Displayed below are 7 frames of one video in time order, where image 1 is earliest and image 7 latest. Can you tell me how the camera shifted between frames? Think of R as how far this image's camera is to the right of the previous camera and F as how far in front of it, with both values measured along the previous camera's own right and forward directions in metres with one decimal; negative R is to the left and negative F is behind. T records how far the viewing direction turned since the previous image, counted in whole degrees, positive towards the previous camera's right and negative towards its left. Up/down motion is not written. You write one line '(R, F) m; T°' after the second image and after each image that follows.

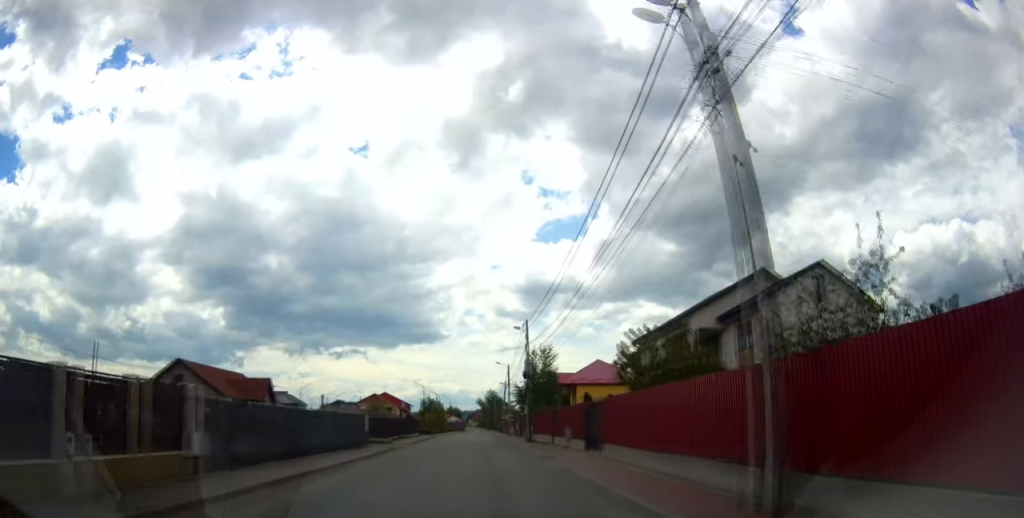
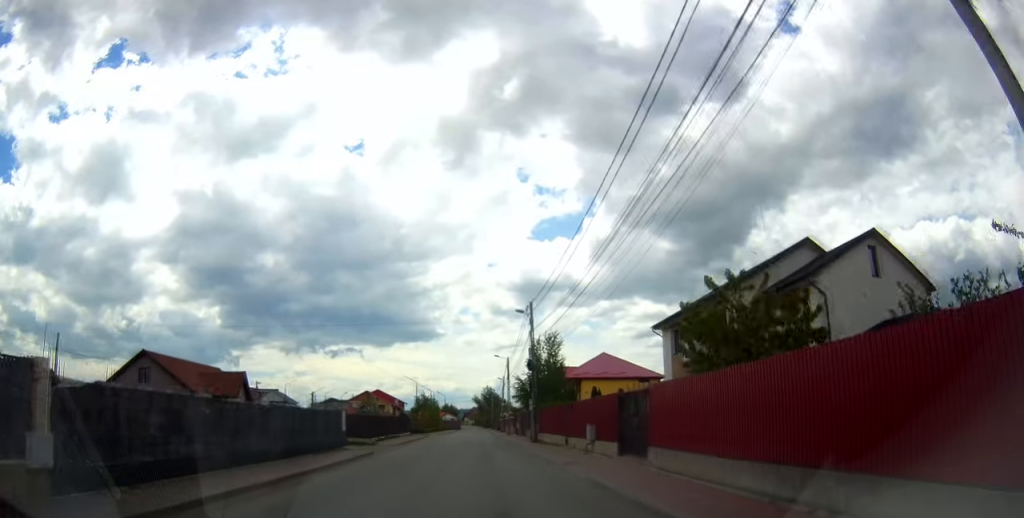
(-0.1, +5.5) m; -1°
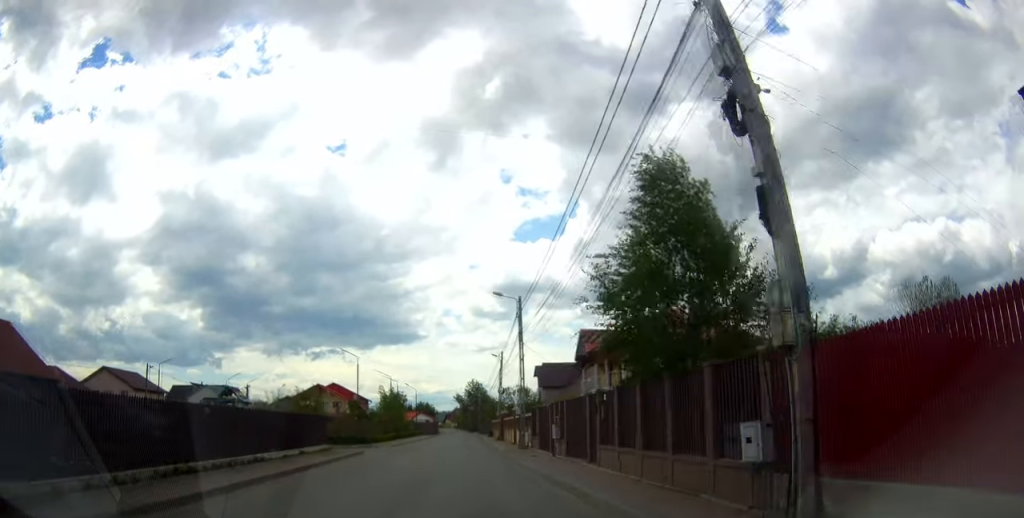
(-0.9, +29.9) m; -1°
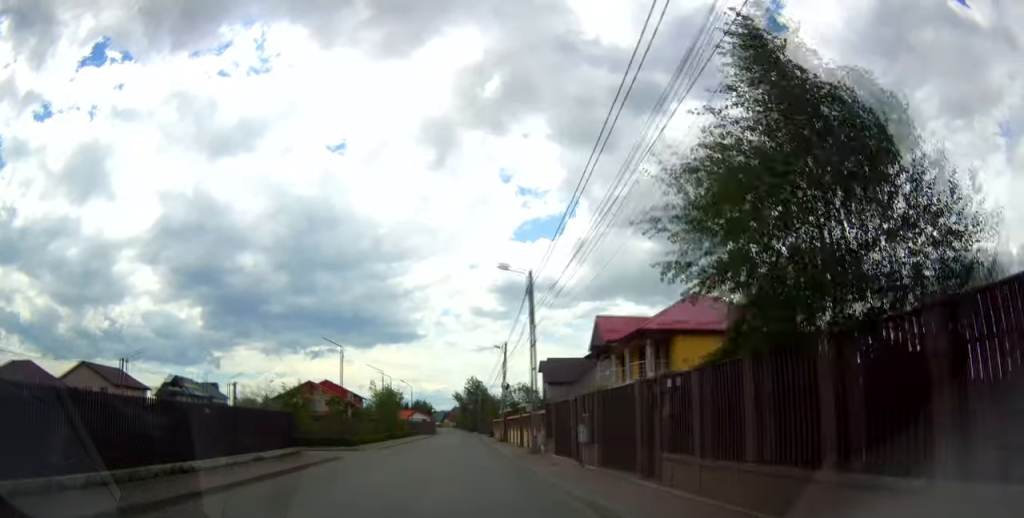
(0.0, +5.8) m; +1°
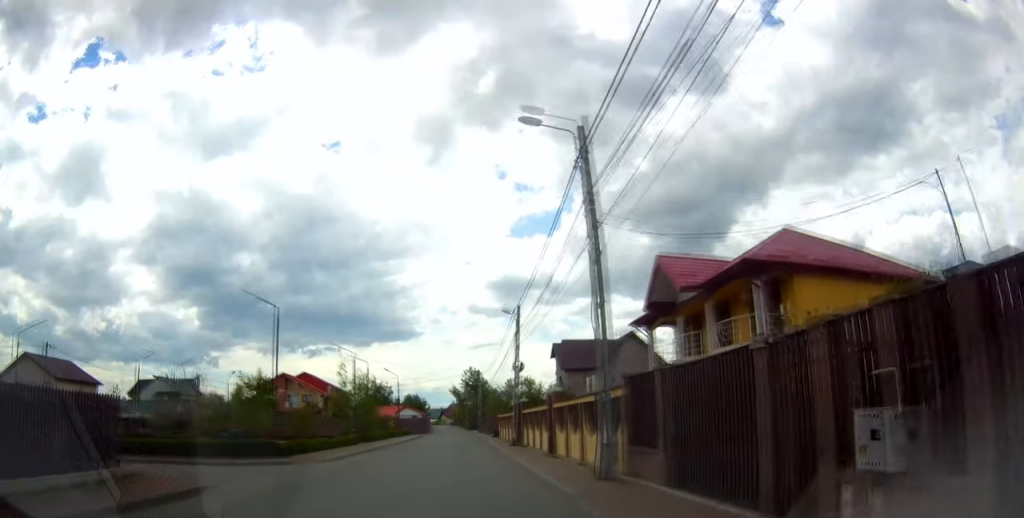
(+0.2, +13.4) m; +1°
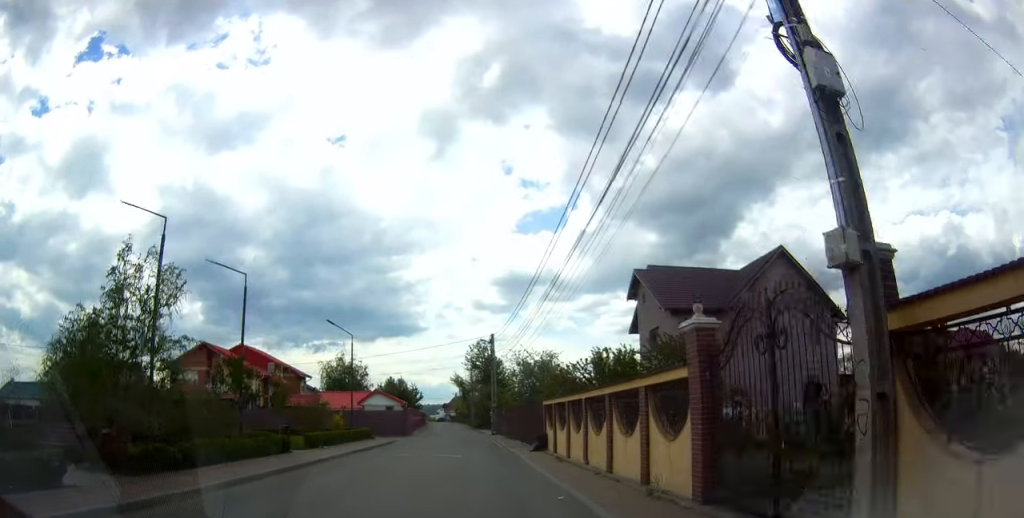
(+0.1, +29.6) m; 0°
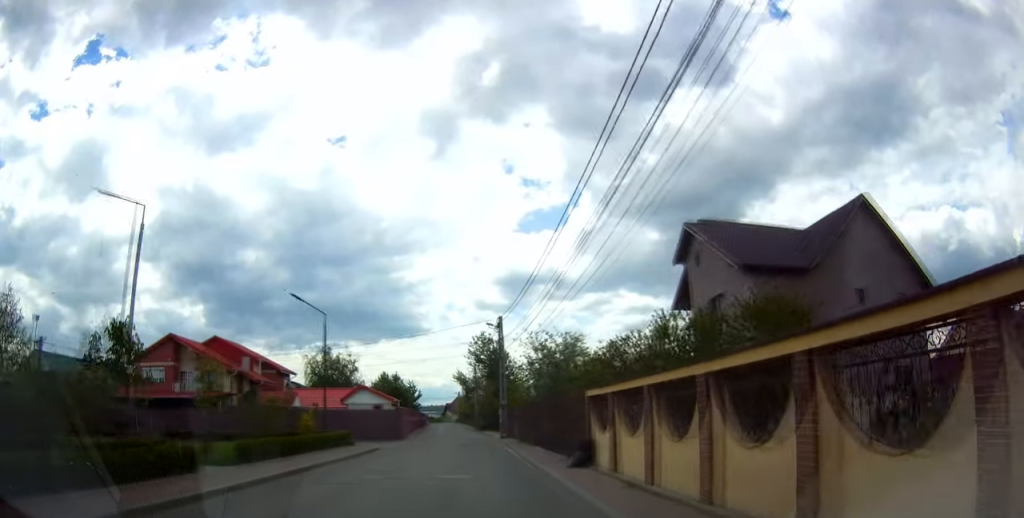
(0.0, +8.7) m; 0°
